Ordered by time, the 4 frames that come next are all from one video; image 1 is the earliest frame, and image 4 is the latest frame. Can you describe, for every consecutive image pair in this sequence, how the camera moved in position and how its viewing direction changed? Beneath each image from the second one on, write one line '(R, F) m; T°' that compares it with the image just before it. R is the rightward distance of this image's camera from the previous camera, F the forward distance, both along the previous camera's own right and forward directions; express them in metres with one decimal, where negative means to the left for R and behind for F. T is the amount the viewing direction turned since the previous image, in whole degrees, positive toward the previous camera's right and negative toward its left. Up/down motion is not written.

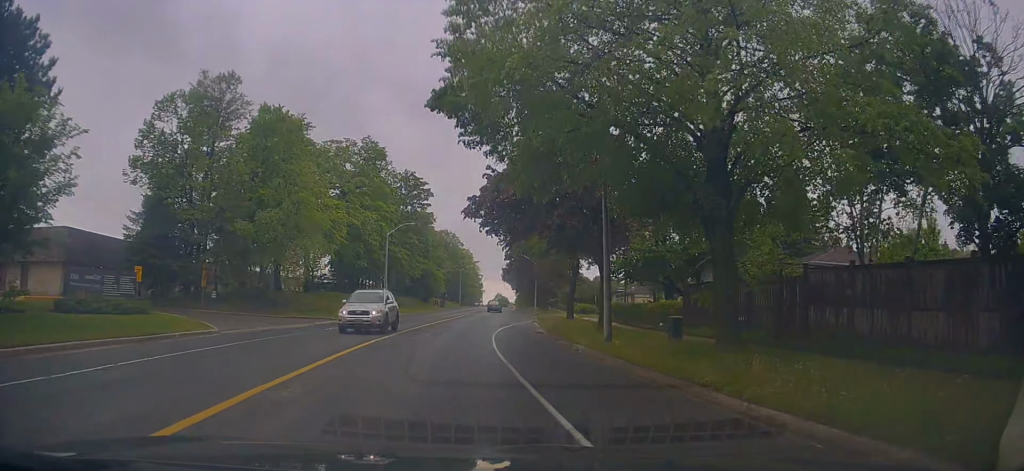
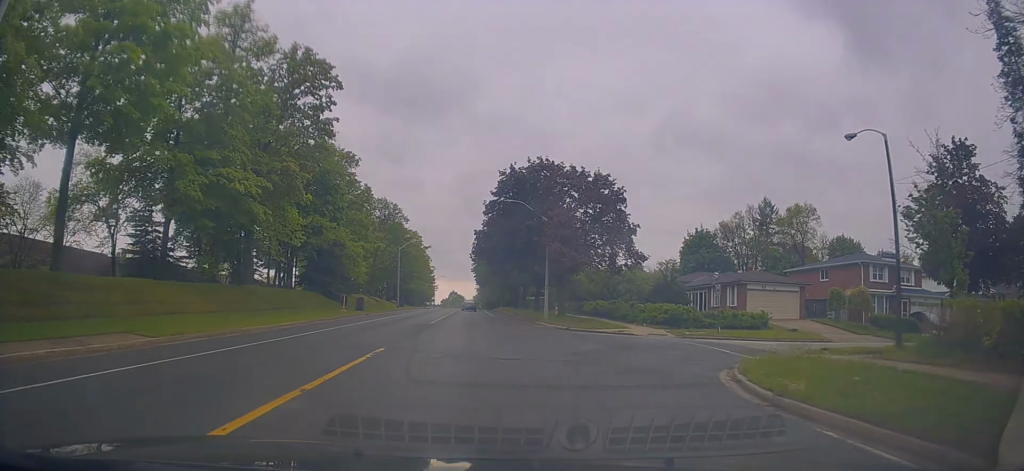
(+2.4, +45.2) m; +5°
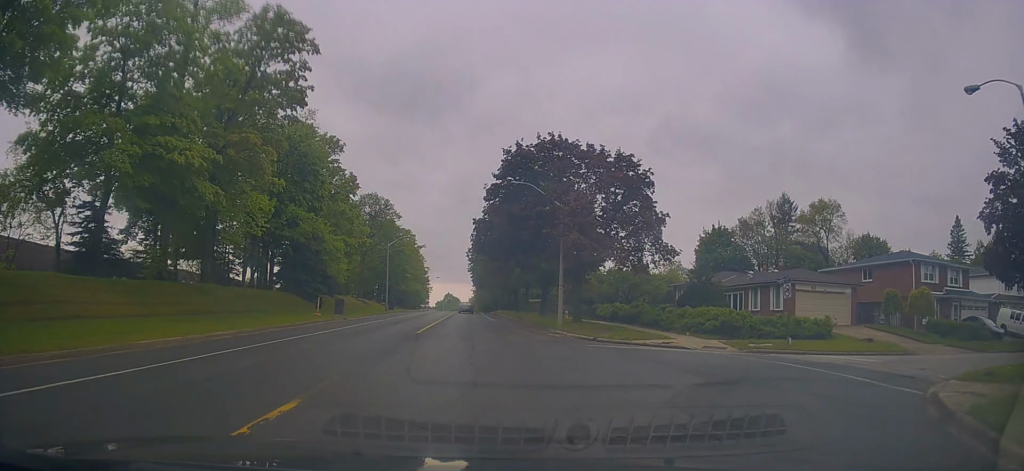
(-0.1, +7.2) m; +1°
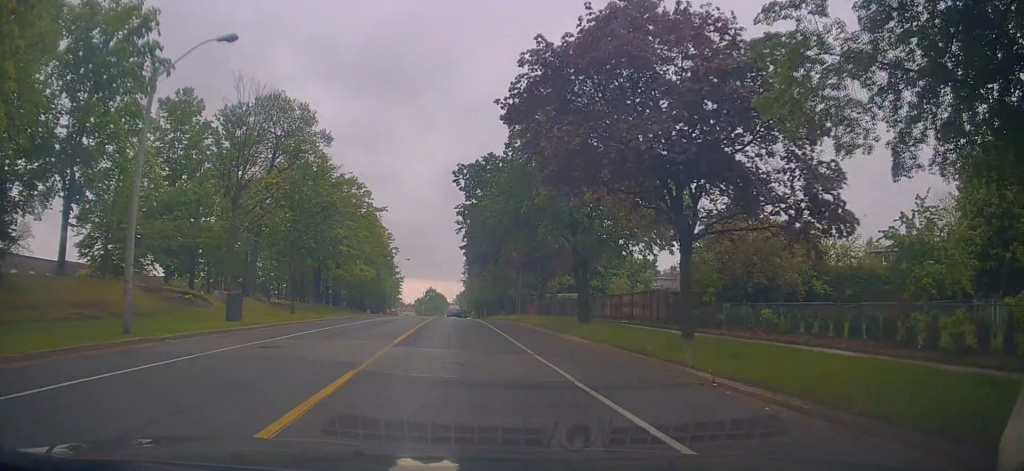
(+1.3, +49.5) m; +3°
